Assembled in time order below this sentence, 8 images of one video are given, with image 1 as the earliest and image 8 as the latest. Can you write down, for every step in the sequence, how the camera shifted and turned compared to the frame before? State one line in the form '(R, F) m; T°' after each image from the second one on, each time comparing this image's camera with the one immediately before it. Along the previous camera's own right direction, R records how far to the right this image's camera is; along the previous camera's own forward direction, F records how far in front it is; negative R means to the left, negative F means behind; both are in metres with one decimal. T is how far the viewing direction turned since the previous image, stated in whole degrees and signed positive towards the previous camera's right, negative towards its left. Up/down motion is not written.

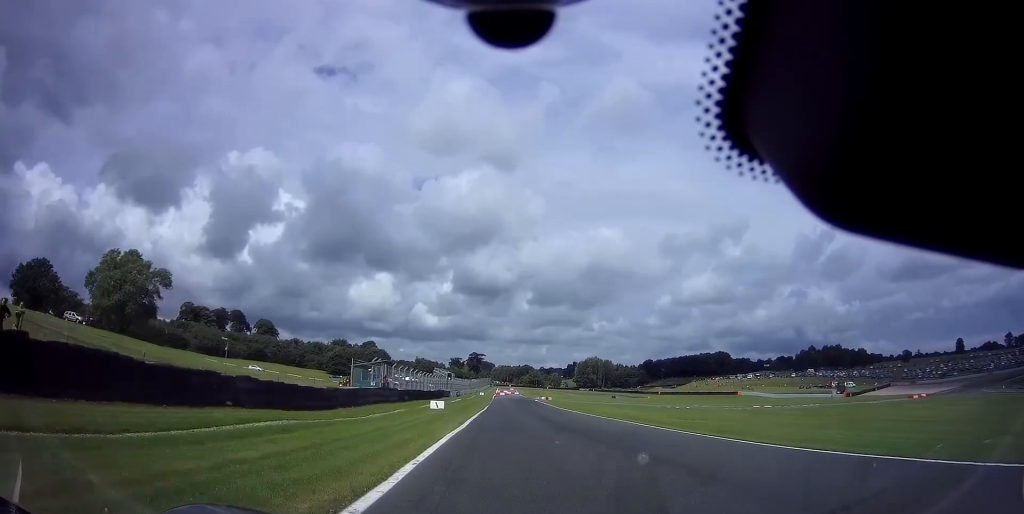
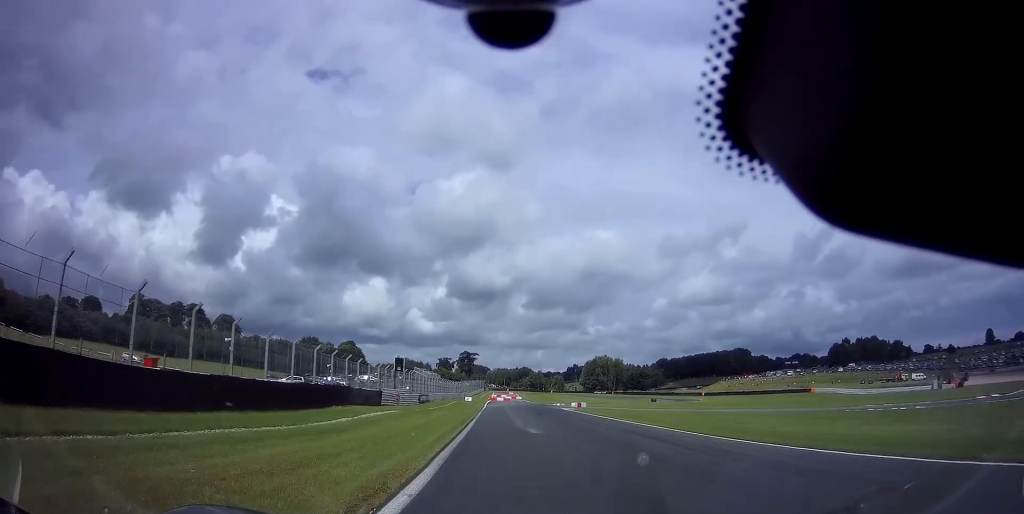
(+0.1, +47.7) m; 0°
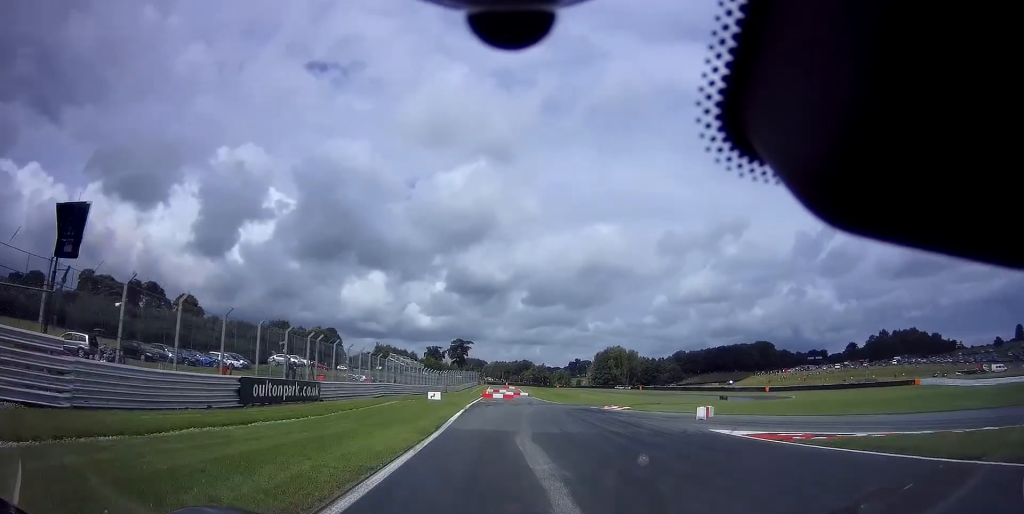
(+0.2, +39.8) m; +3°
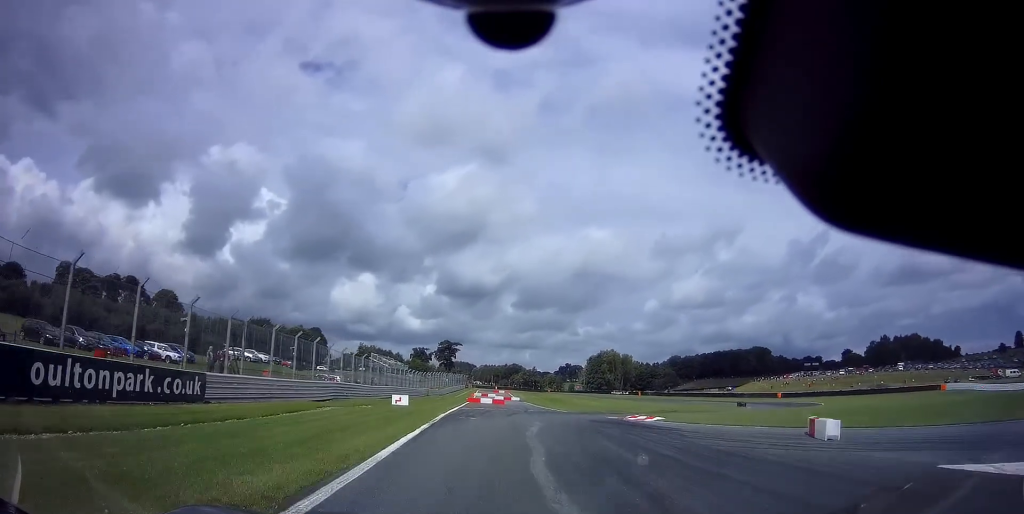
(0.0, +10.6) m; +2°
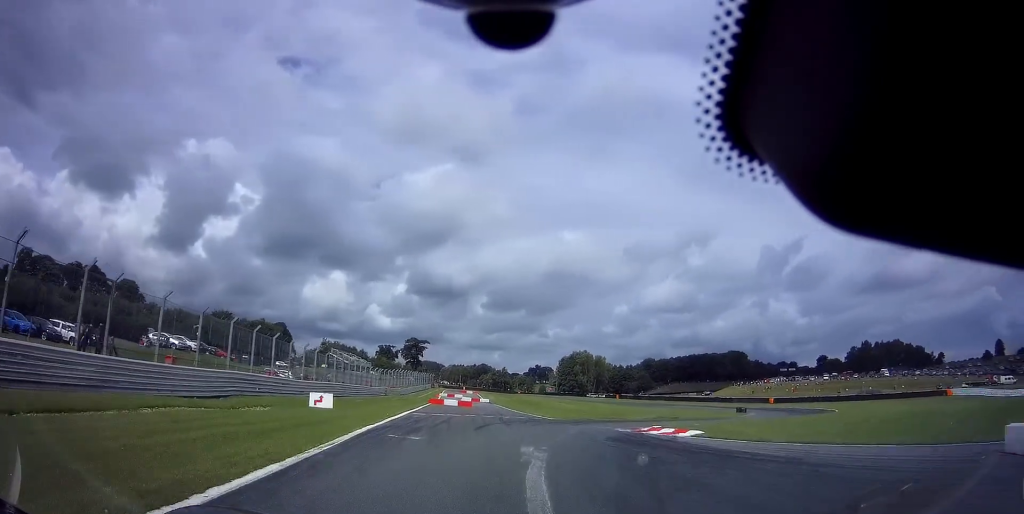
(+0.1, +9.6) m; +4°
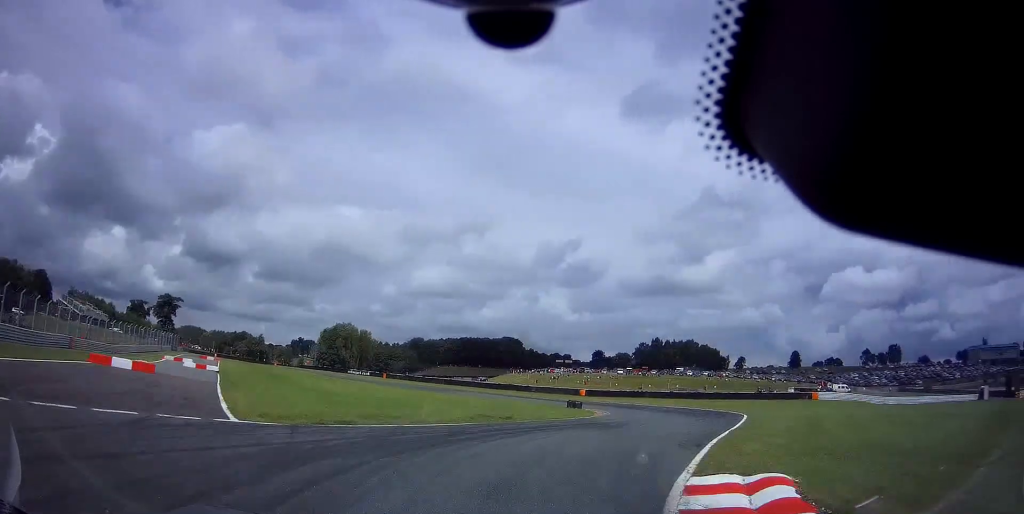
(+3.7, +21.9) m; +21°
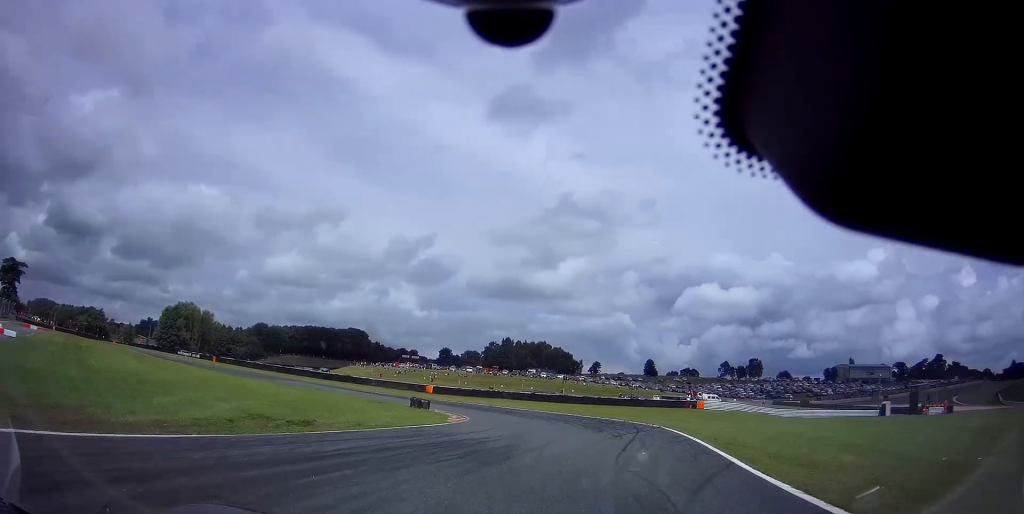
(+1.1, +10.7) m; +11°
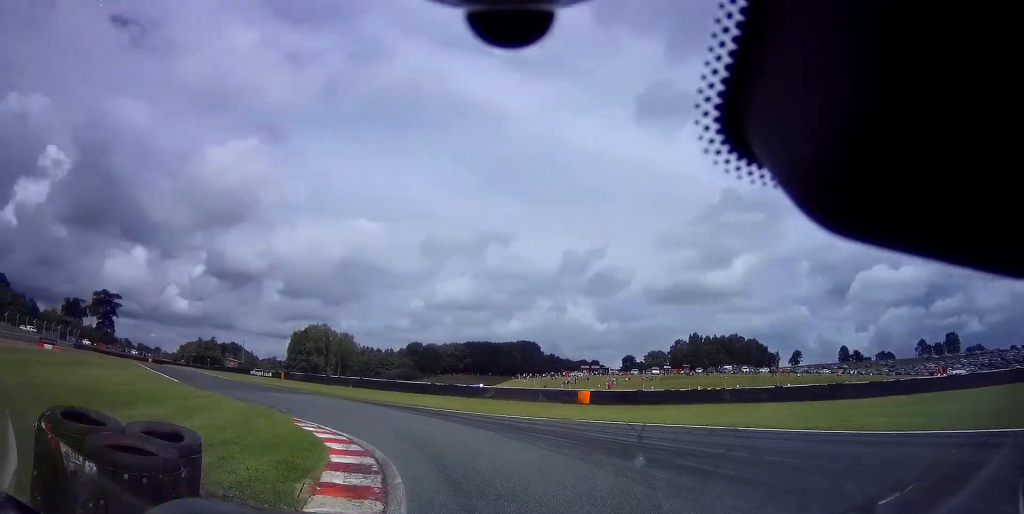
(-0.7, +32.4) m; -17°
